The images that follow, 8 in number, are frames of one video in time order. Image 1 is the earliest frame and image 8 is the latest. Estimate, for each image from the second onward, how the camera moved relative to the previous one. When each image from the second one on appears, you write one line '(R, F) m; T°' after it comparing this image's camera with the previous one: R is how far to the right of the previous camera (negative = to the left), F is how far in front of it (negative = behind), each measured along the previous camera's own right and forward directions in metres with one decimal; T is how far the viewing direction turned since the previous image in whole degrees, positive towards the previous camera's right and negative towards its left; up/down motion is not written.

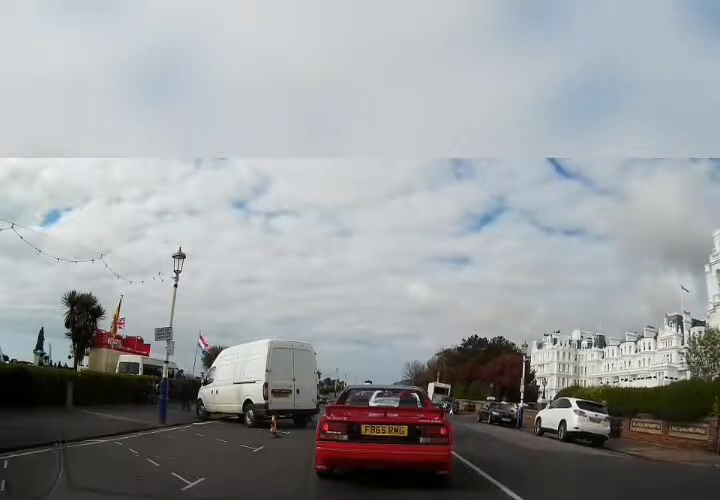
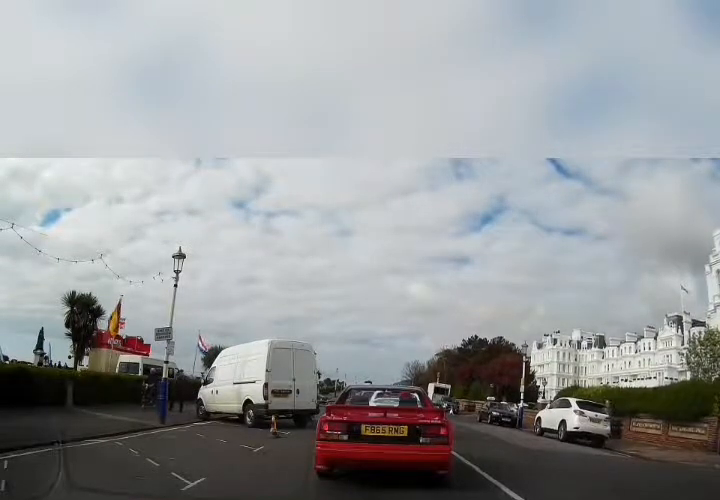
(0.0, 0.0) m; 0°
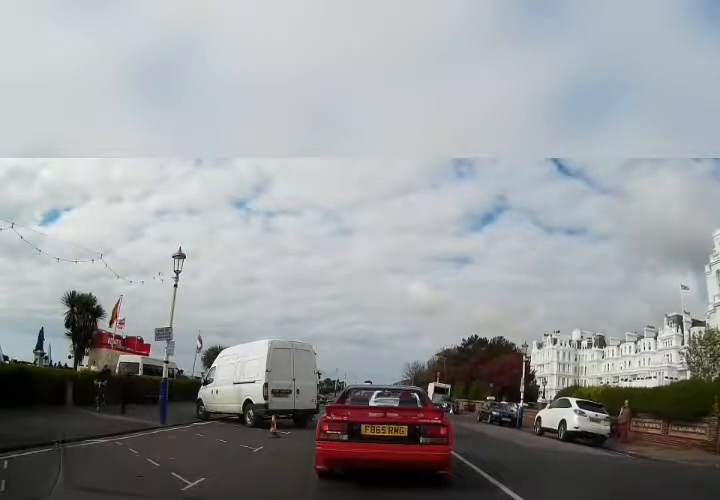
(+0.3, +0.3) m; 0°
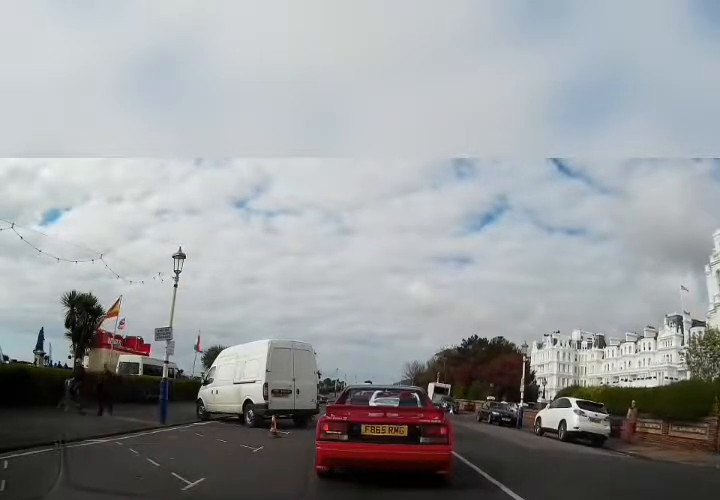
(0.0, 0.0) m; 0°
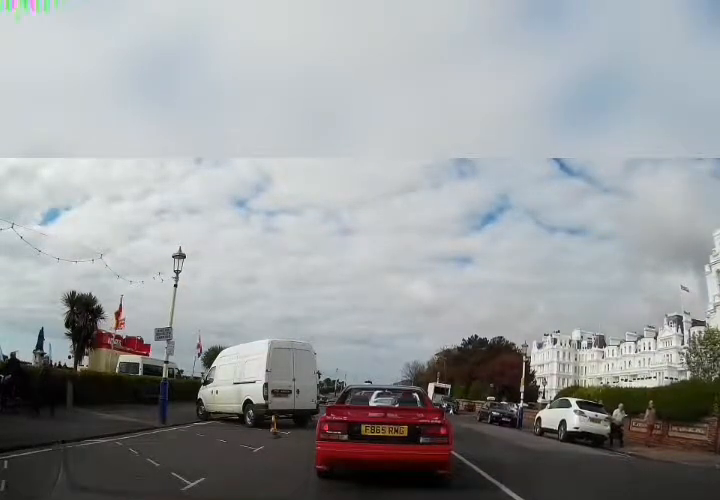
(+0.2, +0.2) m; 0°
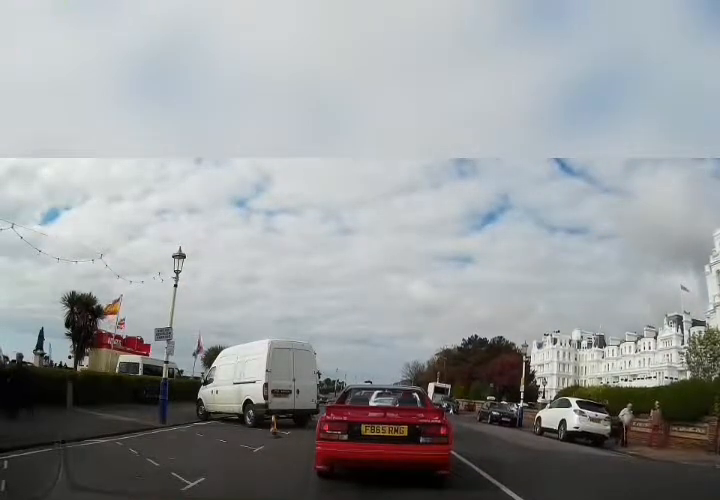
(0.0, 0.0) m; 0°
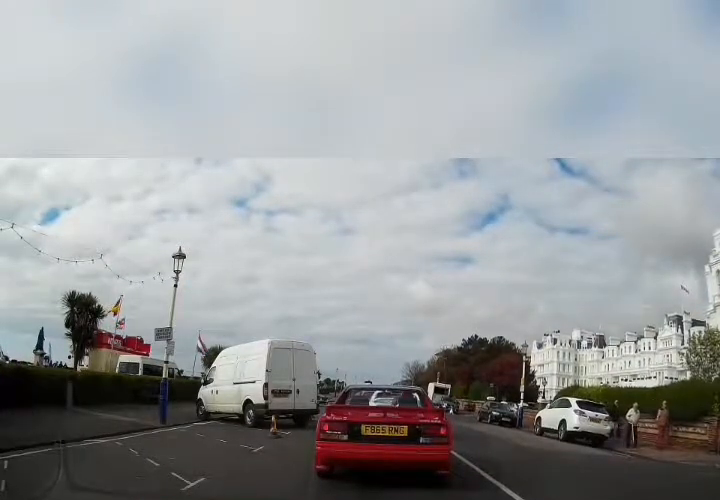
(0.0, 0.0) m; 0°
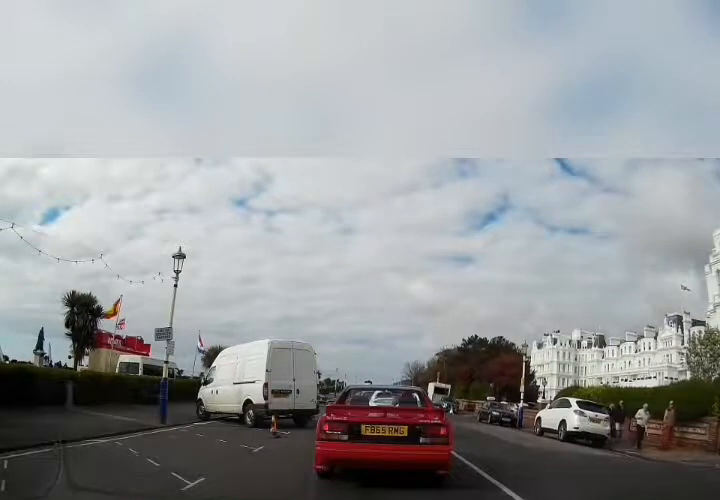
(0.0, 0.0) m; 0°
